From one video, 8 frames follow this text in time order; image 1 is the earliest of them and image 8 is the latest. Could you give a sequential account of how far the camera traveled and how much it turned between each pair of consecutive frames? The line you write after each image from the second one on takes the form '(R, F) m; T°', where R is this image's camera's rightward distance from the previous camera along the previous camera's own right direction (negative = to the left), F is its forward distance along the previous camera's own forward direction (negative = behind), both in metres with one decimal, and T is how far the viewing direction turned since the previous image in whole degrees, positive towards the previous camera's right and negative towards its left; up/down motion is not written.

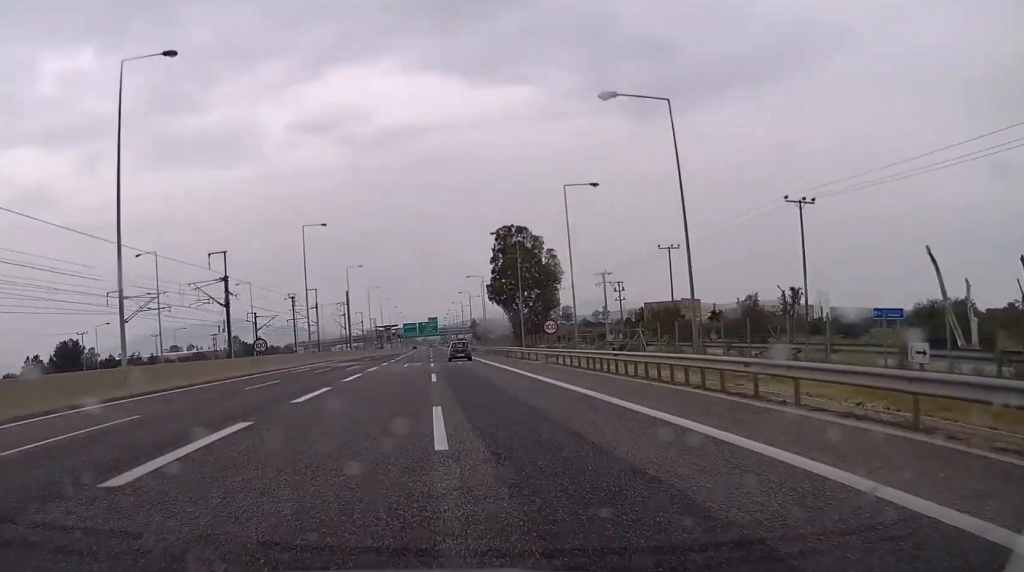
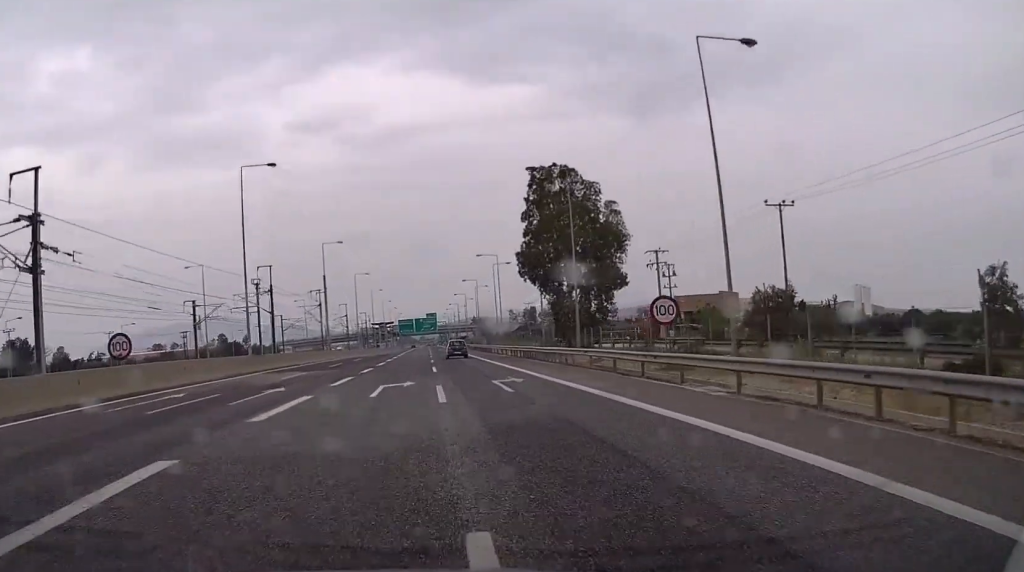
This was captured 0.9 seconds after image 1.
(-0.1, +28.9) m; 0°
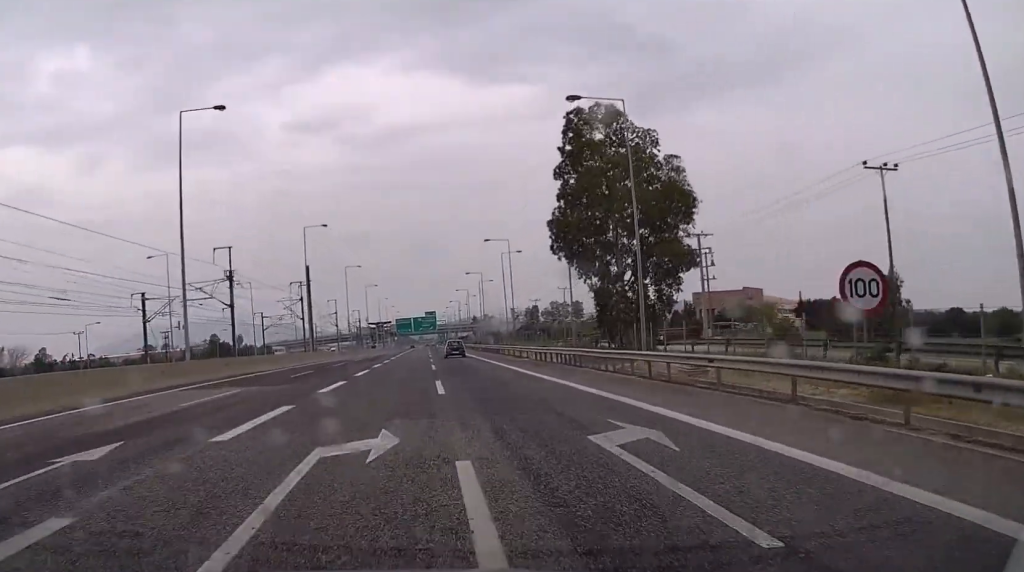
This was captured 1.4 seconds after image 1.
(+0.1, +15.5) m; 0°
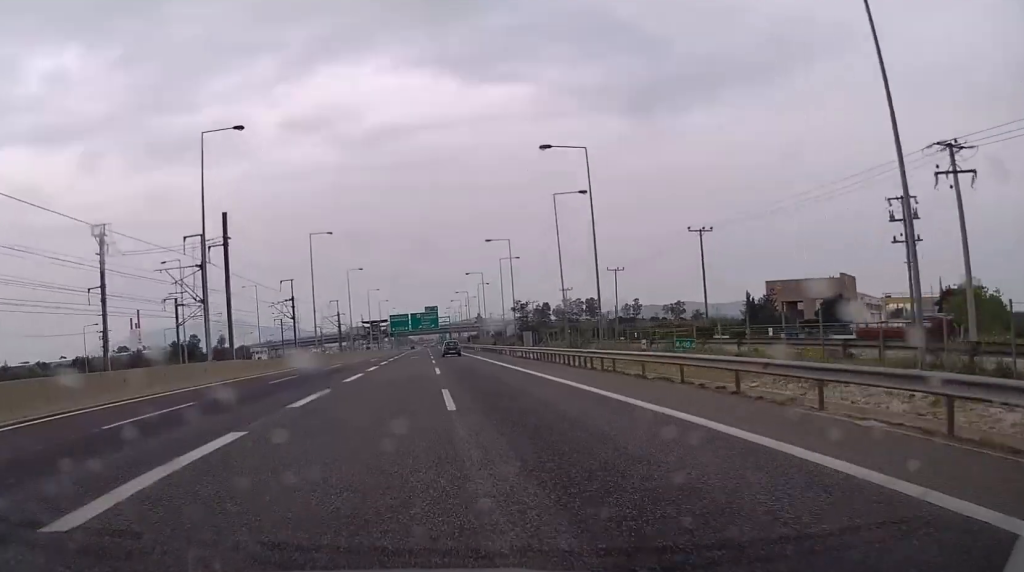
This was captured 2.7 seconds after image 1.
(0.0, +40.4) m; 0°
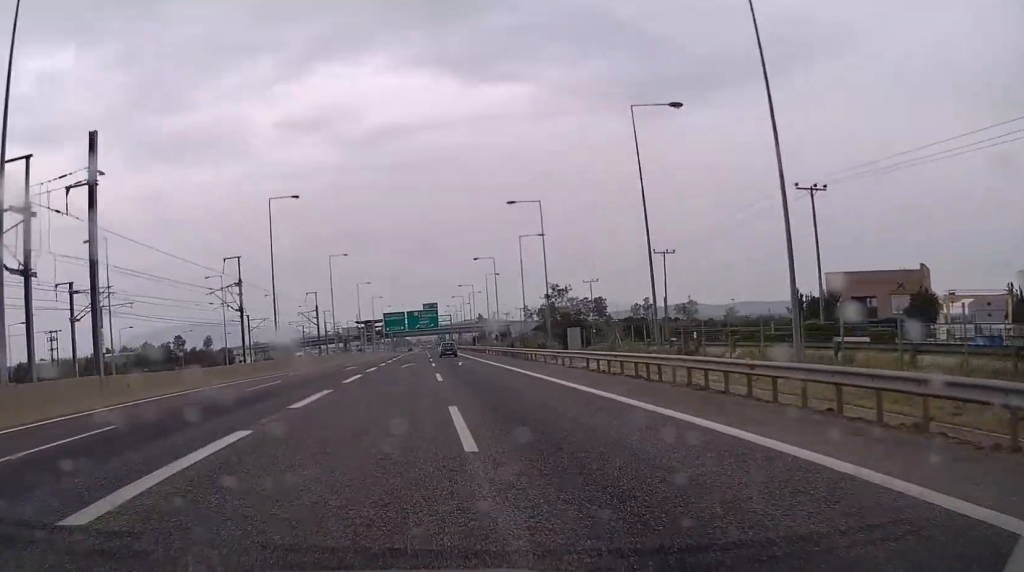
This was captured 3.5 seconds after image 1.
(0.0, +23.7) m; 0°
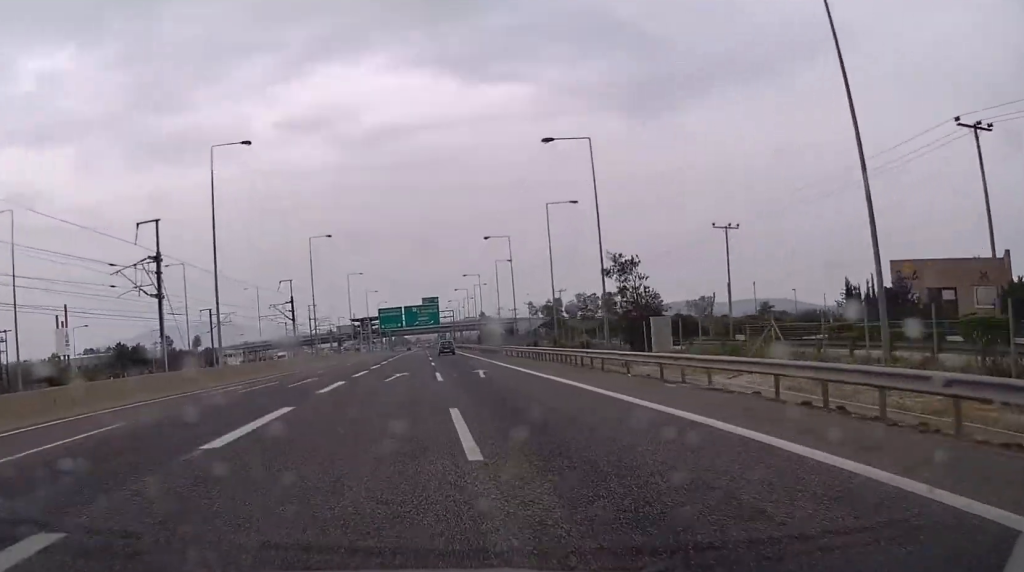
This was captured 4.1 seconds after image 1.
(0.0, +19.4) m; 0°
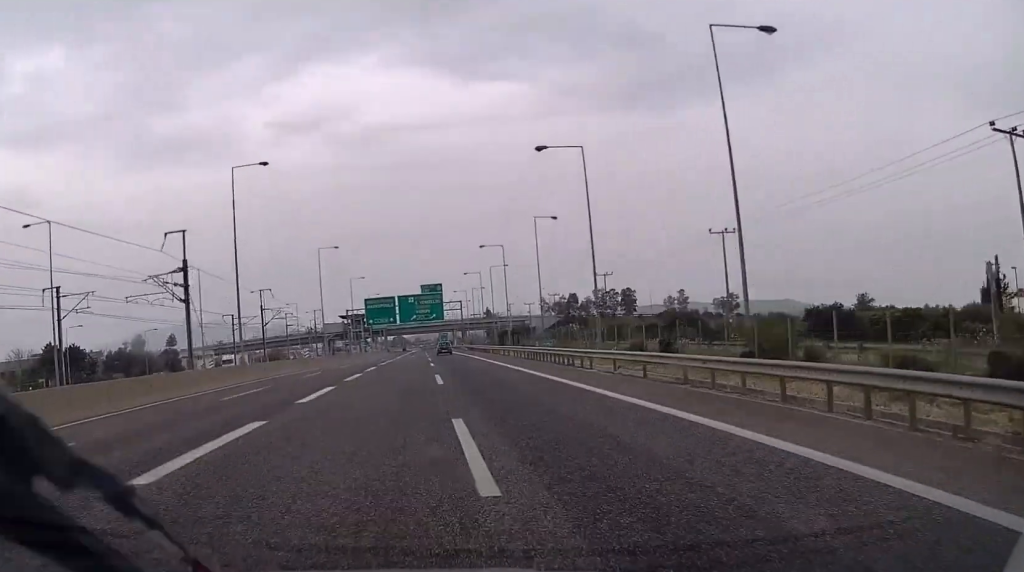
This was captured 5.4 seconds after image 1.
(0.0, +37.5) m; 0°
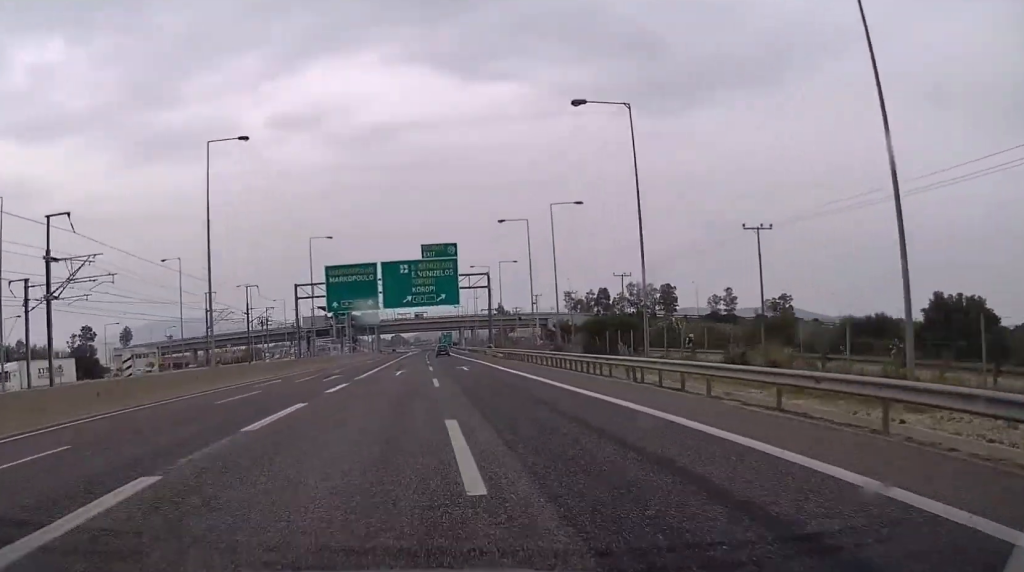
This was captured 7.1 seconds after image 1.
(0.0, +53.8) m; 0°
